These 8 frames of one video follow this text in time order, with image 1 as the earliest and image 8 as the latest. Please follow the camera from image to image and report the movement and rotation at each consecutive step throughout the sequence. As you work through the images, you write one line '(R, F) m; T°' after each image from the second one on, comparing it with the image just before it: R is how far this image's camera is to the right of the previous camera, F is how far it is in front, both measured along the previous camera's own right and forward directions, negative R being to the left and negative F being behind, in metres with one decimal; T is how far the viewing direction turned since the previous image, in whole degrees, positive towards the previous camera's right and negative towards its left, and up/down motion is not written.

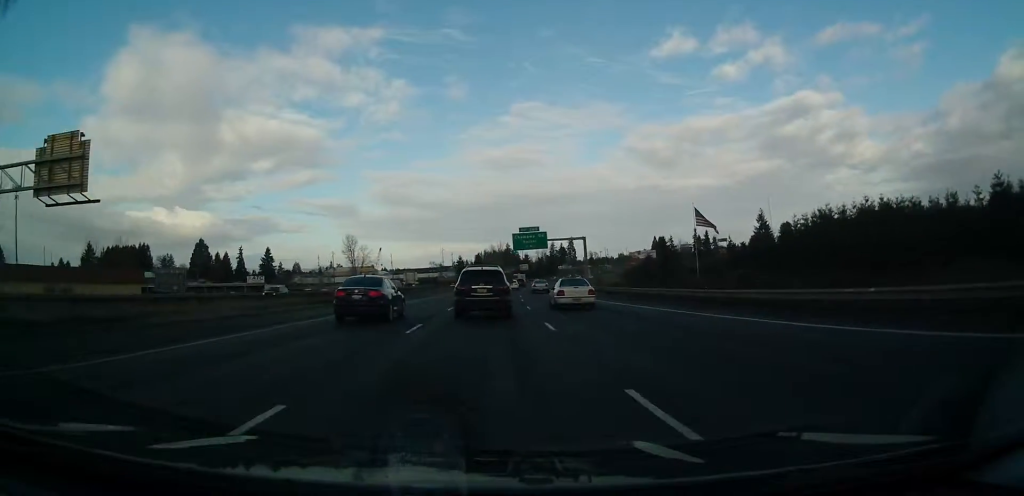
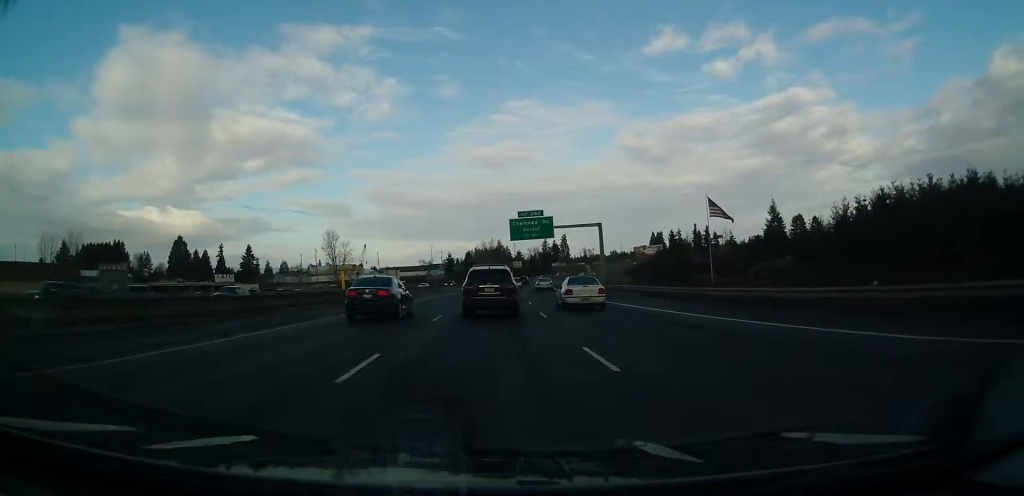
(-0.2, +19.8) m; +1°
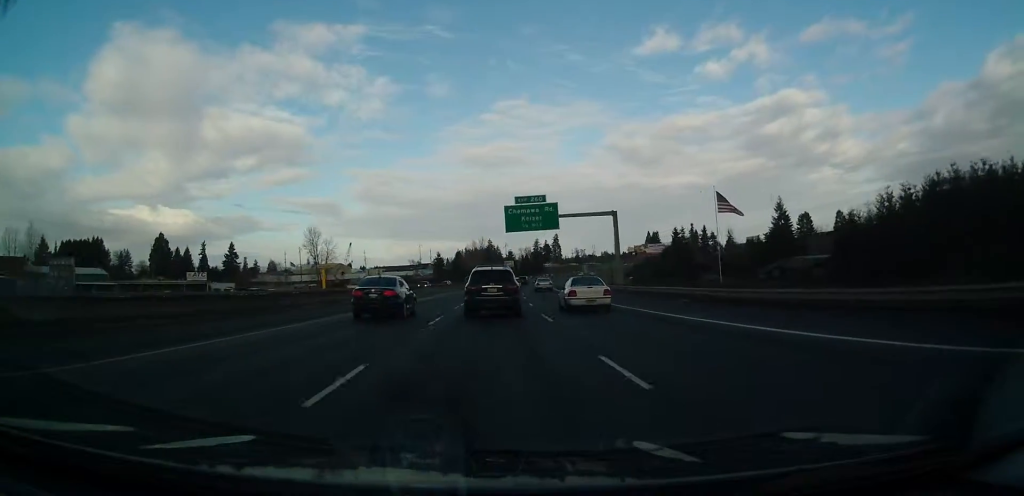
(0.0, +13.7) m; +1°
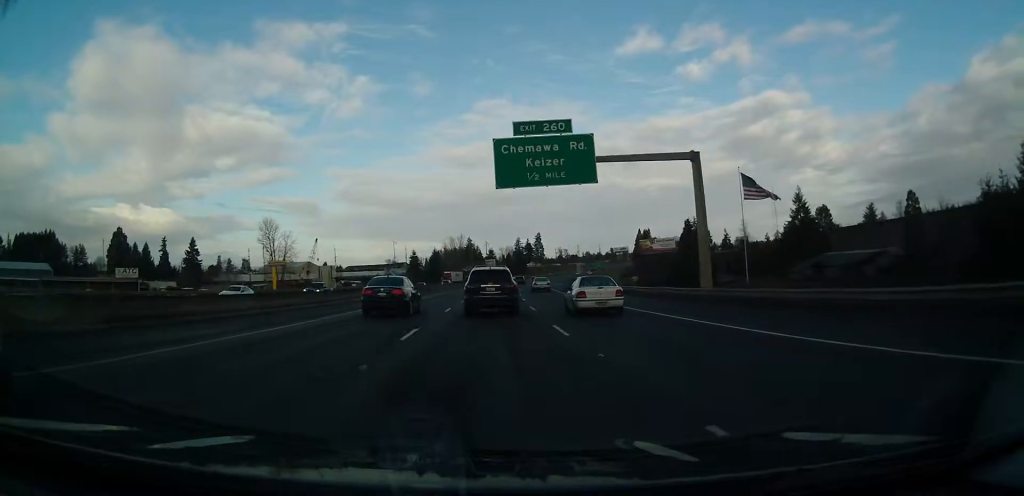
(+0.8, +29.1) m; +2°
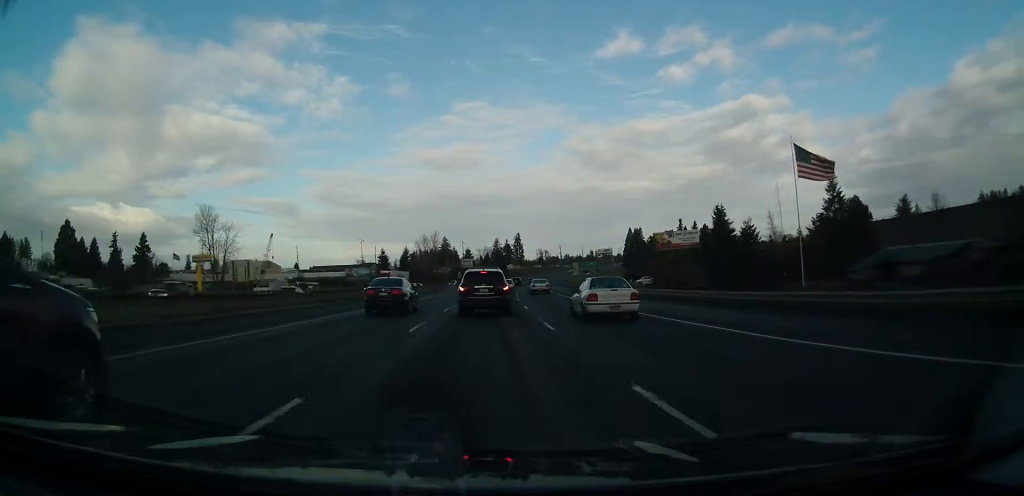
(+0.3, +33.8) m; +2°
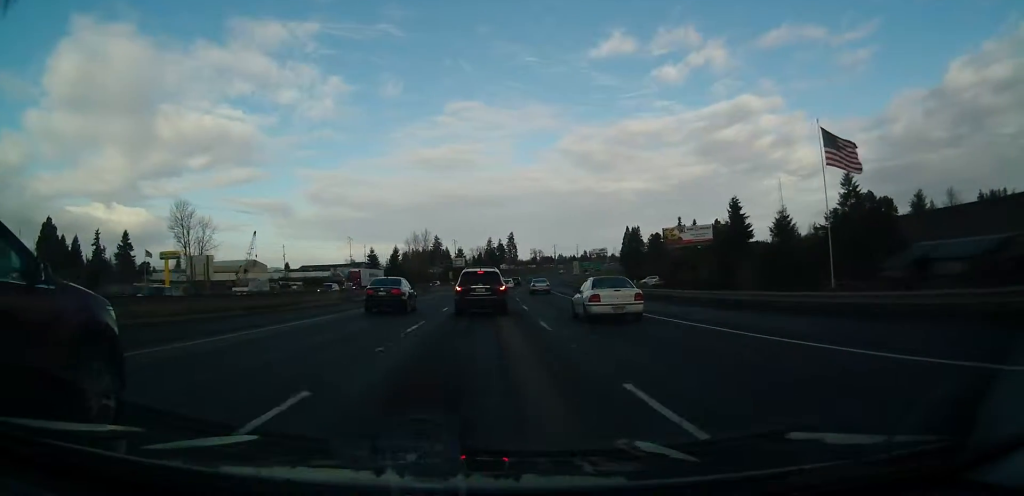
(+0.1, +11.6) m; +1°
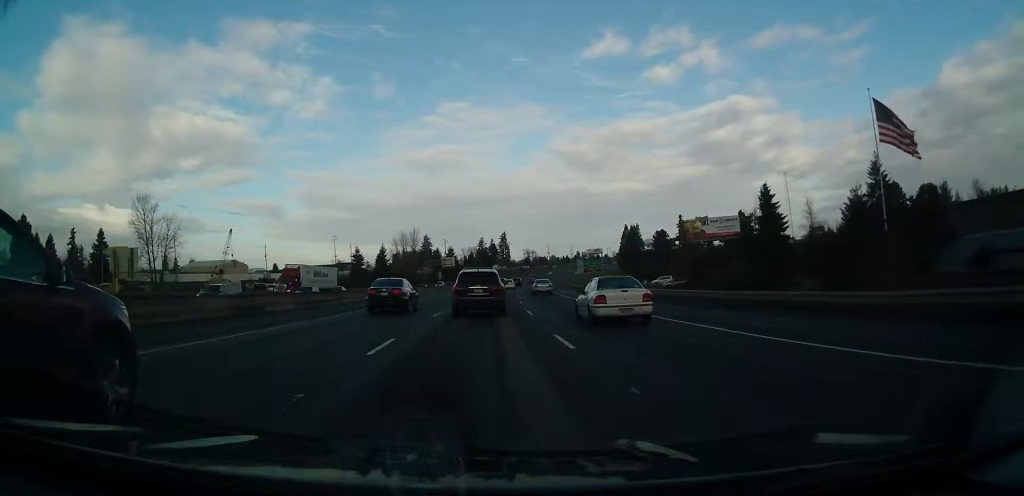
(+0.1, +16.6) m; +1°
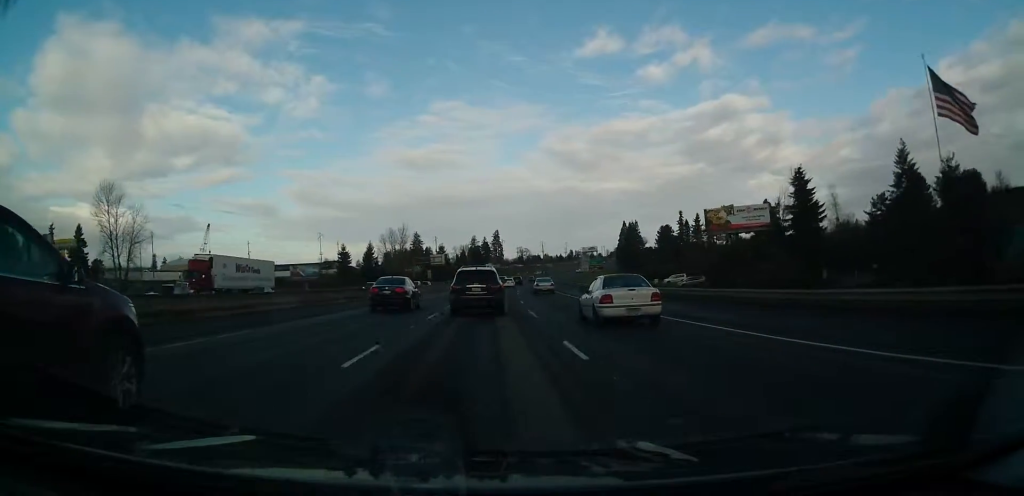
(0.0, +13.8) m; +1°
